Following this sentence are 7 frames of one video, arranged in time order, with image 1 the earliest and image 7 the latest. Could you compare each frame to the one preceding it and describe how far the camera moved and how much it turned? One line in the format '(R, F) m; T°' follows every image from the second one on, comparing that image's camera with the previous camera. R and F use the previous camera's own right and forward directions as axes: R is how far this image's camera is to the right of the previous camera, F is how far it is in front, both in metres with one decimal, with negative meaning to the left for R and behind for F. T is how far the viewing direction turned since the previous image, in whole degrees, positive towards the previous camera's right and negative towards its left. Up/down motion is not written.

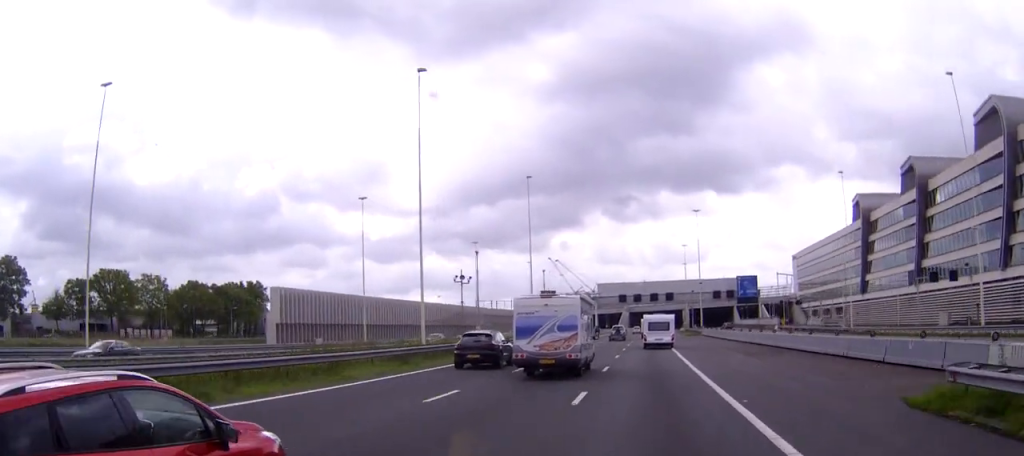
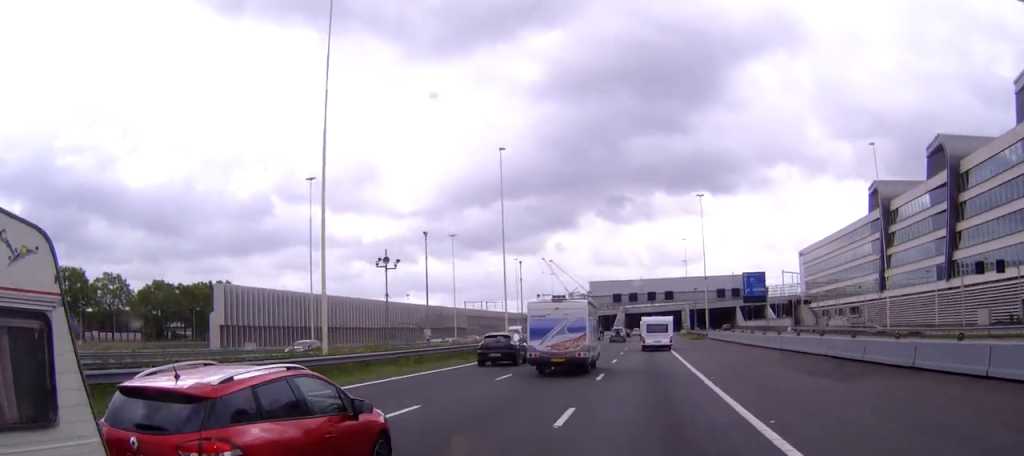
(+0.1, +15.5) m; 0°
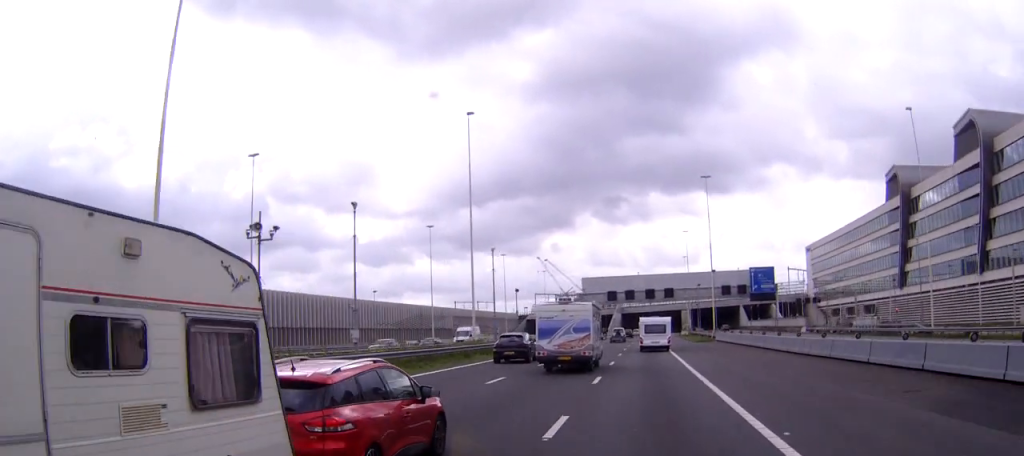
(0.0, +13.4) m; 0°
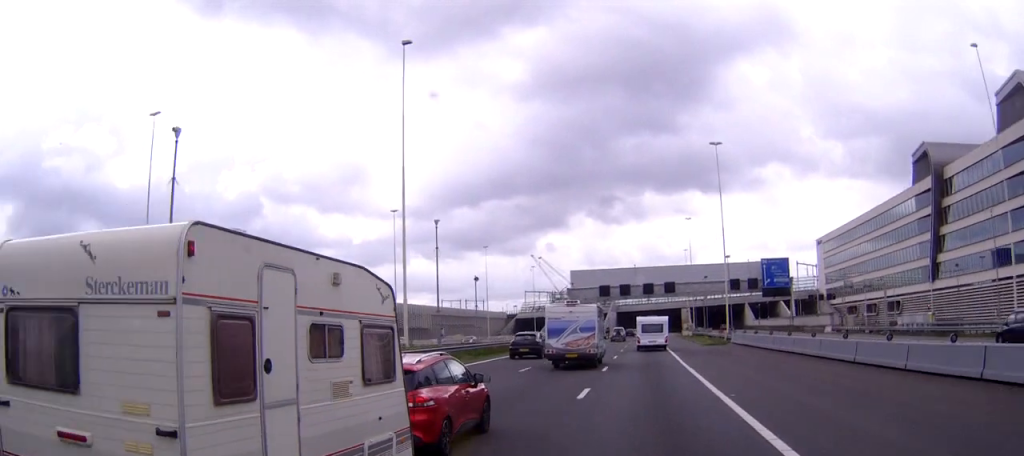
(0.0, +17.1) m; 0°
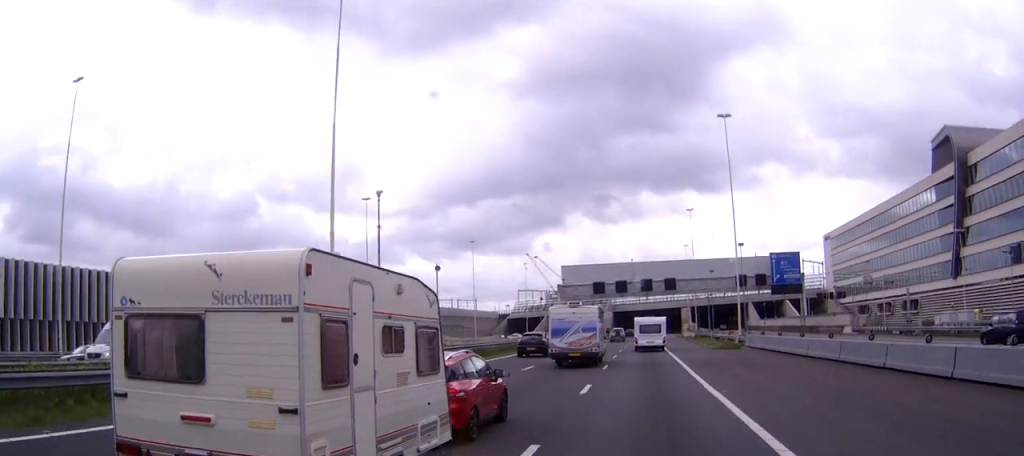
(0.0, +10.4) m; 0°
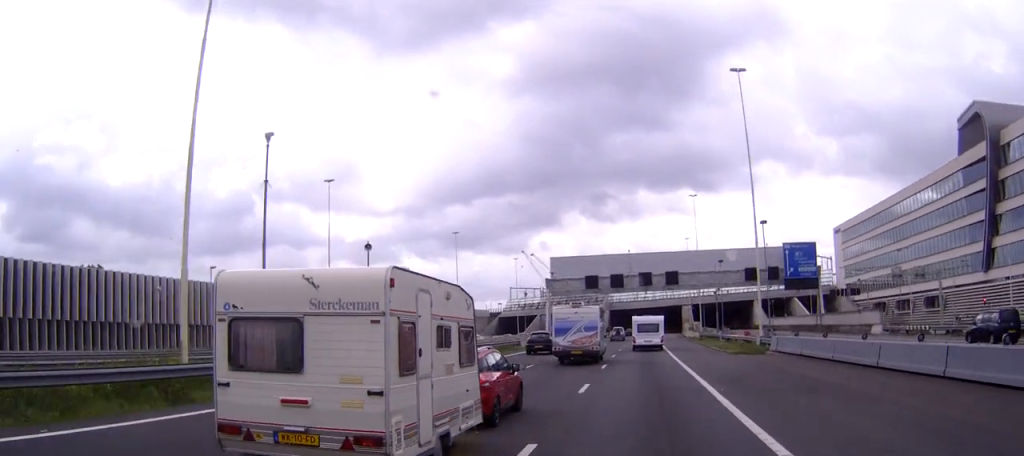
(0.0, +11.9) m; 0°
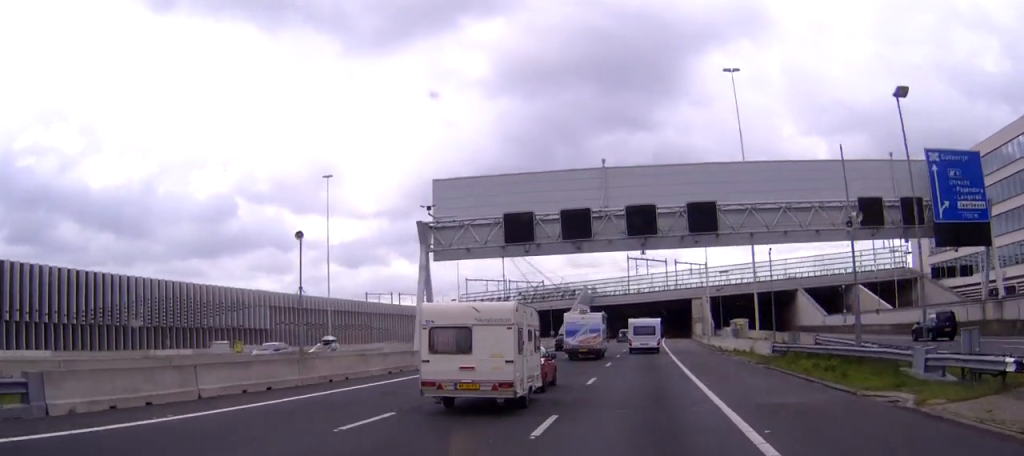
(+0.2, +55.7) m; +1°
